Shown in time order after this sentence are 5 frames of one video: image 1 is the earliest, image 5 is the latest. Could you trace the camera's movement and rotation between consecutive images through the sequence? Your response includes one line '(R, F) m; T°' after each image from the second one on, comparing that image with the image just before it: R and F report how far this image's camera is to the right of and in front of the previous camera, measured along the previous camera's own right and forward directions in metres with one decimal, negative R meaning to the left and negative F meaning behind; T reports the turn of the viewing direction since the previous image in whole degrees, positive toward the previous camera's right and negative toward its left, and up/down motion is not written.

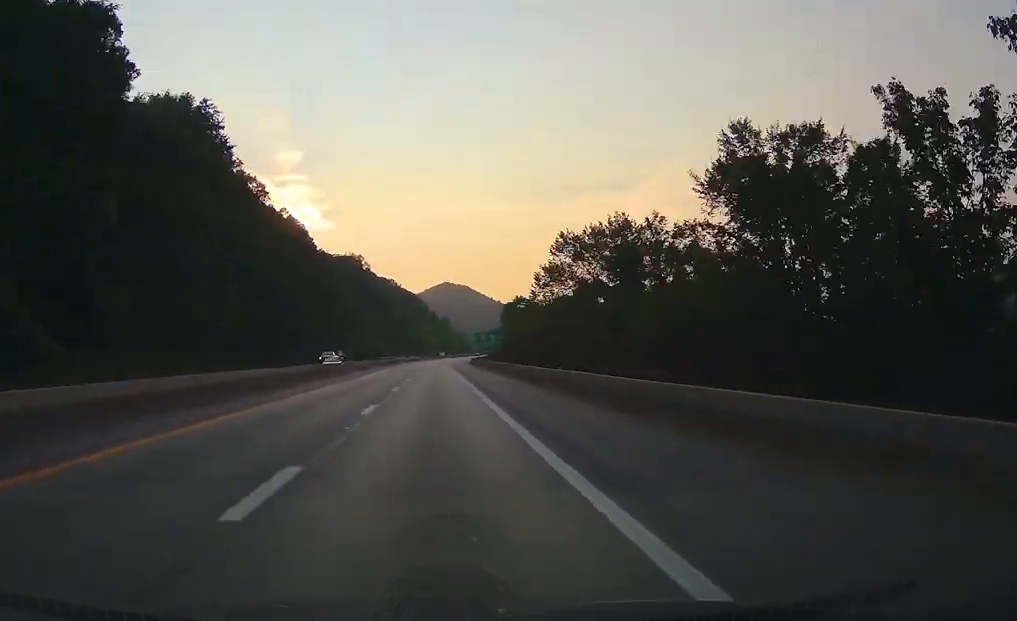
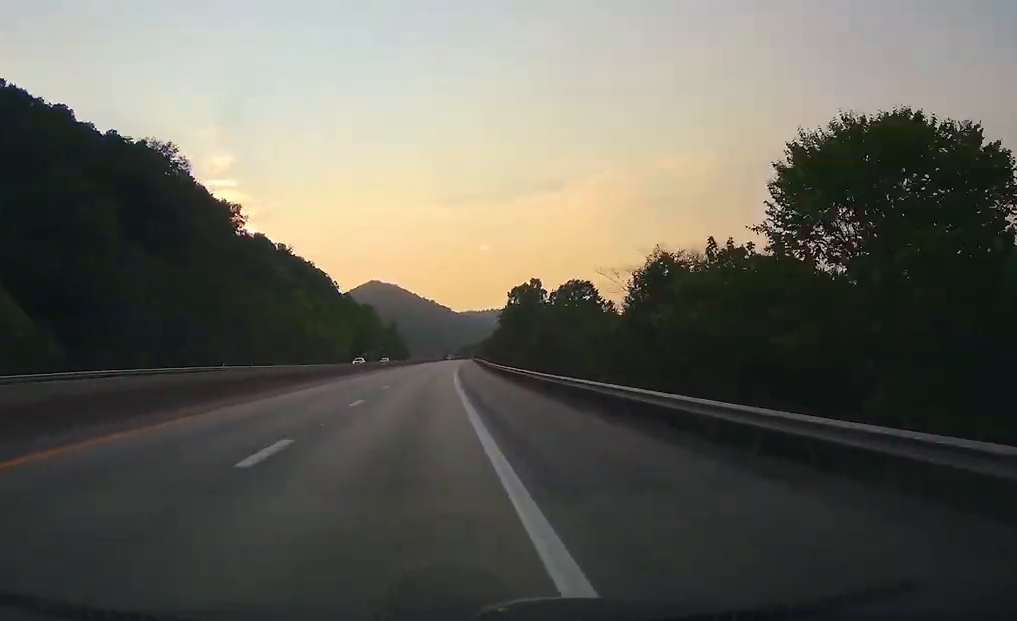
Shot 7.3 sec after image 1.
(+12.3, +242.6) m; +6°
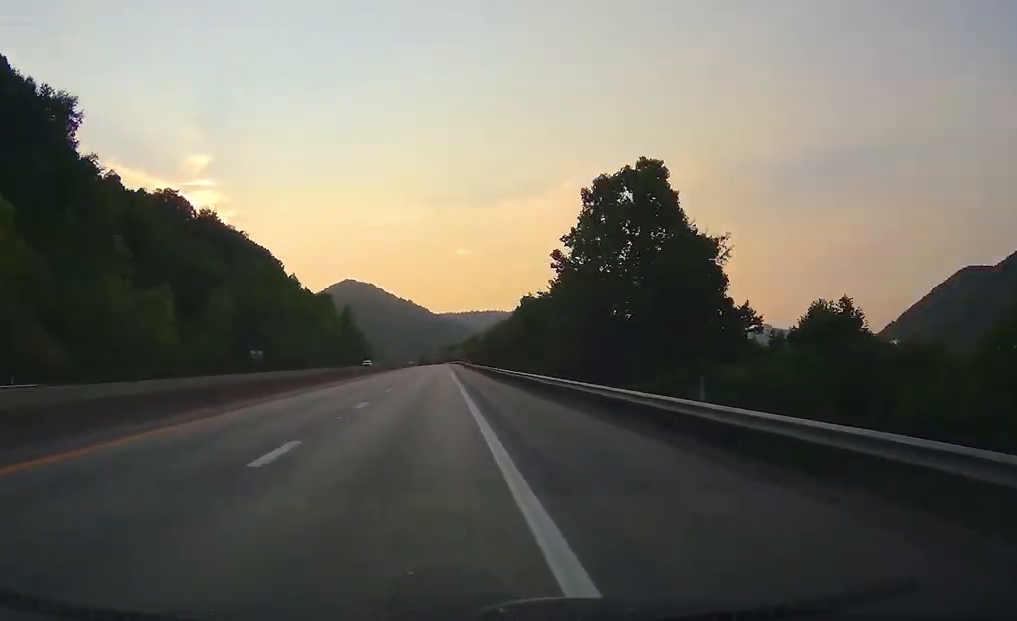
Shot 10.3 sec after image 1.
(+1.6, +98.4) m; +1°
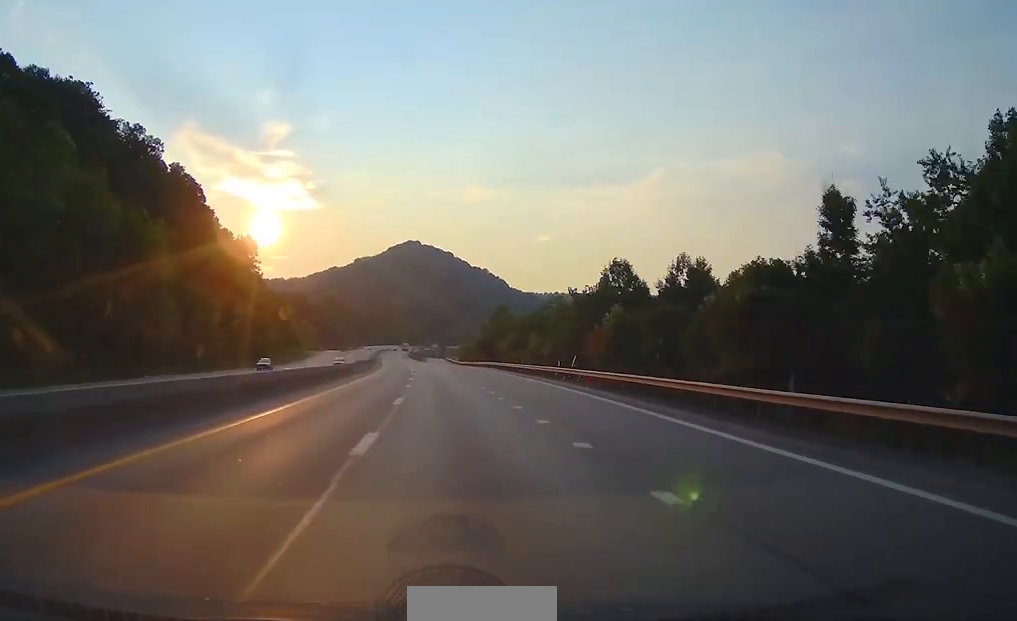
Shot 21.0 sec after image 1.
(-13.8, +363.0) m; -8°
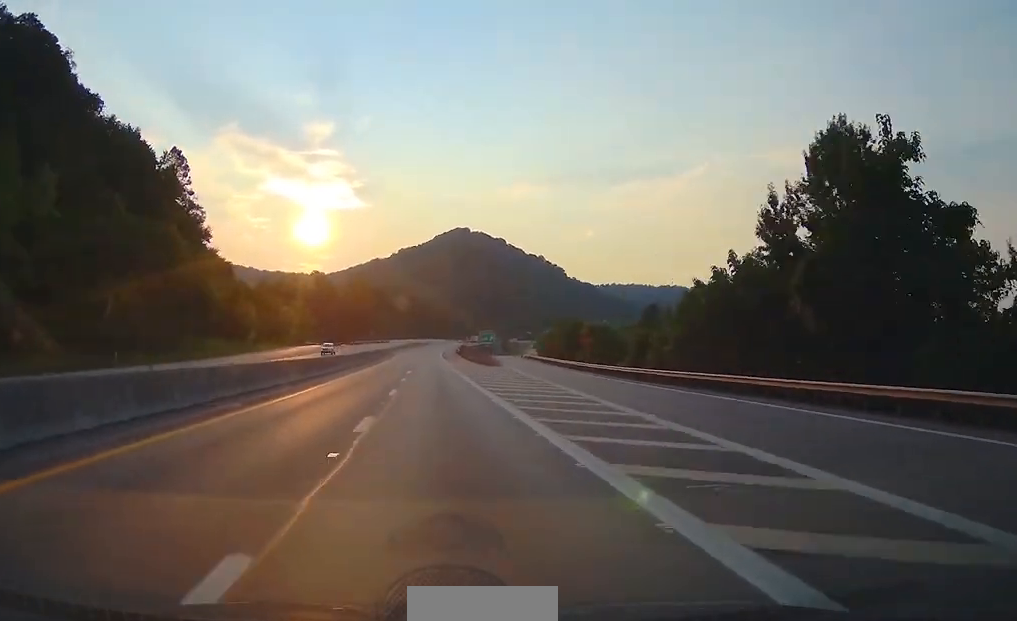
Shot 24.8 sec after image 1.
(-5.4, +131.5) m; -3°
